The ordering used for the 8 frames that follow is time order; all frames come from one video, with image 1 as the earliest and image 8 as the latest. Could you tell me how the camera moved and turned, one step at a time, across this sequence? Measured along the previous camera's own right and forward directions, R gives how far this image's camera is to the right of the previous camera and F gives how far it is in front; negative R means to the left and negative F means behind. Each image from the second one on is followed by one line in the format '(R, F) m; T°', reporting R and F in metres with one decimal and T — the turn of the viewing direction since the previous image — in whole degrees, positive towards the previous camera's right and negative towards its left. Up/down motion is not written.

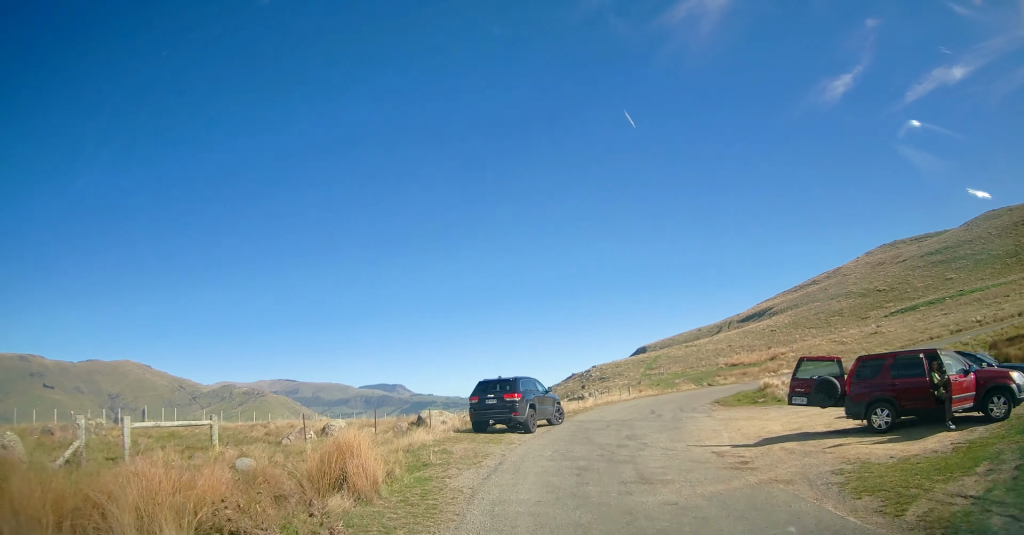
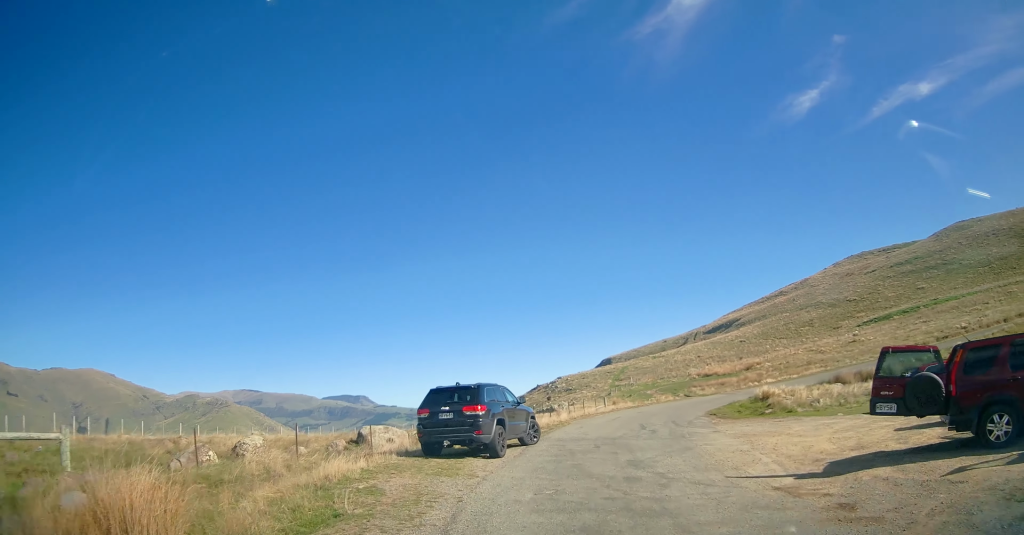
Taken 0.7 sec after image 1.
(-0.1, +4.8) m; +3°
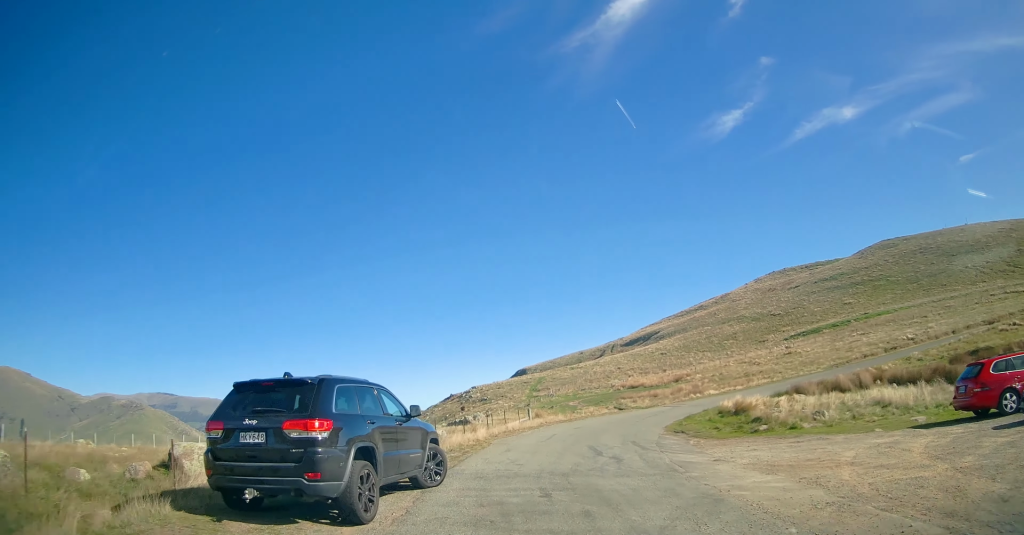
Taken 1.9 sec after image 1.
(+0.6, +7.0) m; +10°
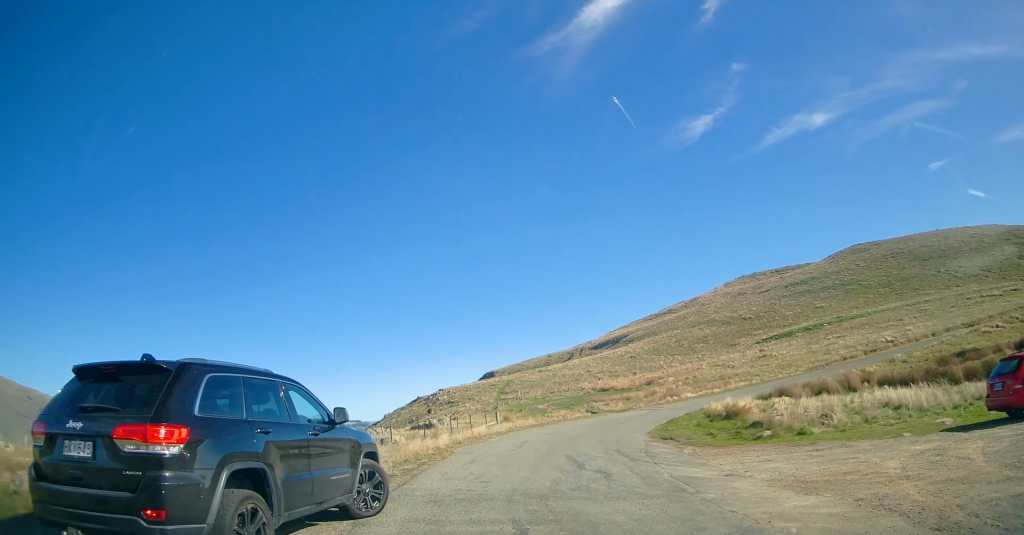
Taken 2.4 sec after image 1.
(+0.2, +2.6) m; +3°
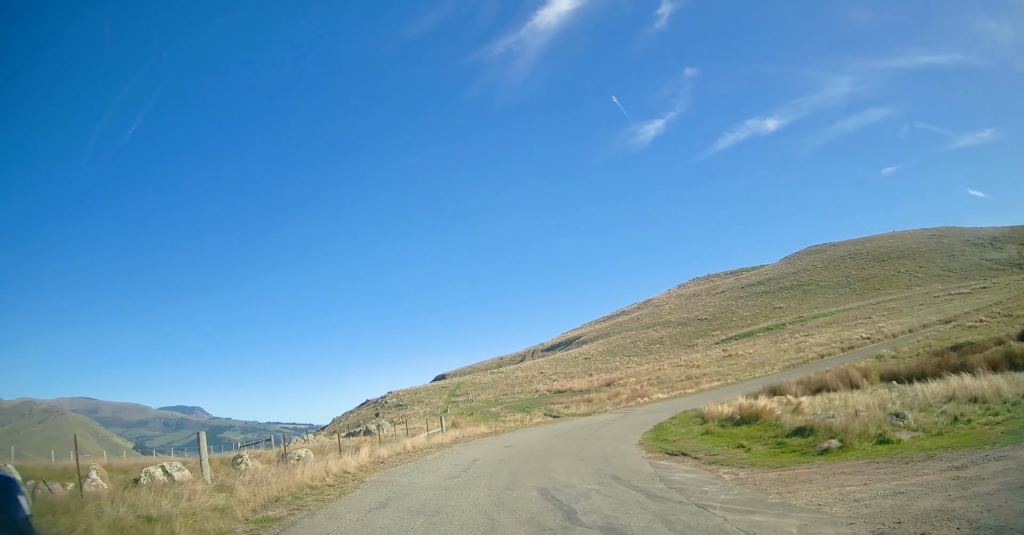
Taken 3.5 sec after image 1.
(-0.1, +5.6) m; +5°
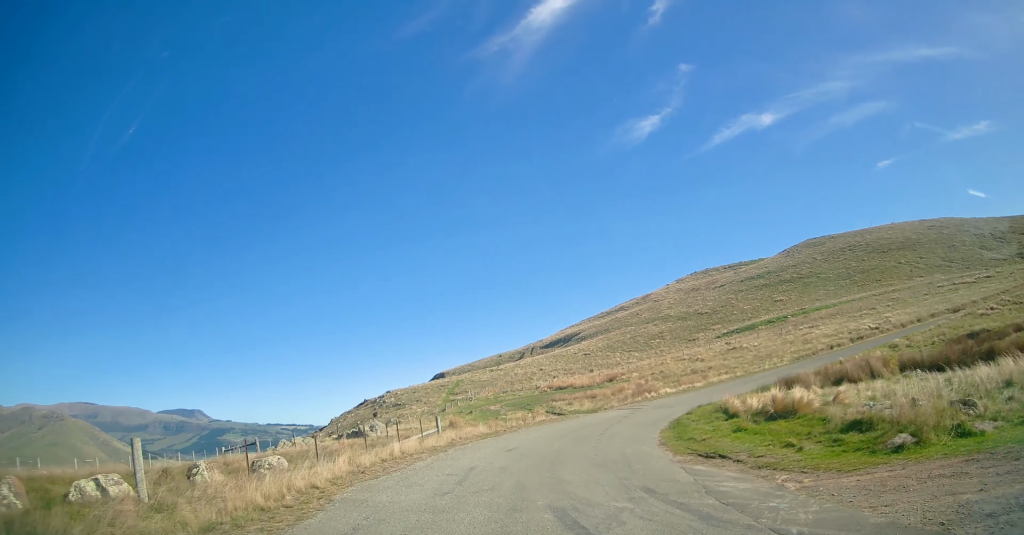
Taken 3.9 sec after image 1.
(+0.2, +2.2) m; +3°
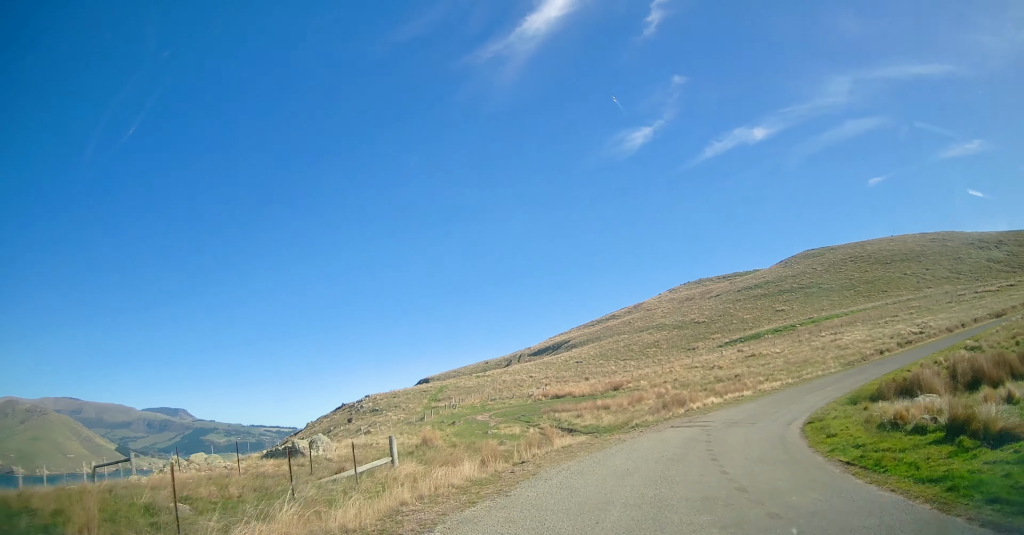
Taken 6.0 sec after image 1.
(+0.2, +9.8) m; +3°
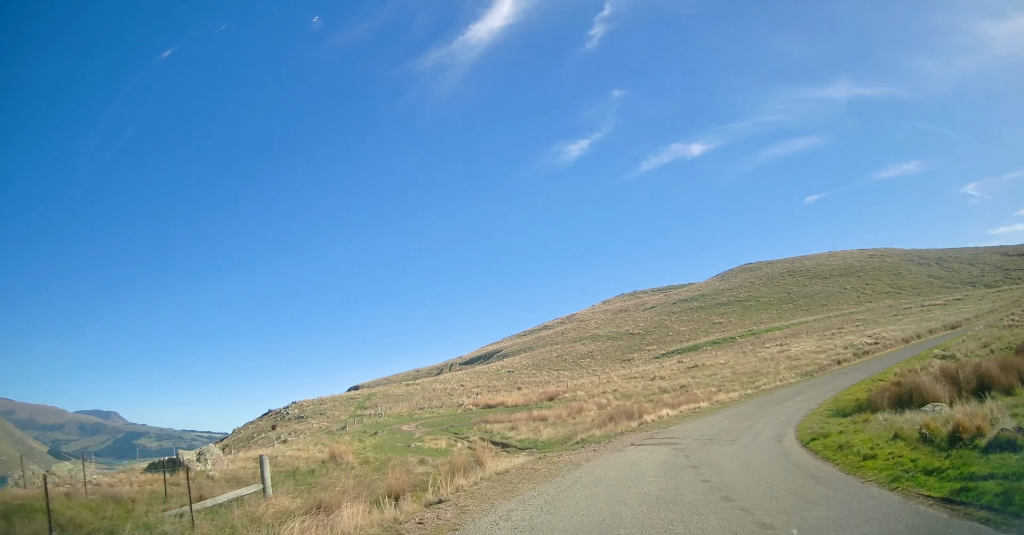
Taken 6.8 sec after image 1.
(+0.2, +3.7) m; +5°
